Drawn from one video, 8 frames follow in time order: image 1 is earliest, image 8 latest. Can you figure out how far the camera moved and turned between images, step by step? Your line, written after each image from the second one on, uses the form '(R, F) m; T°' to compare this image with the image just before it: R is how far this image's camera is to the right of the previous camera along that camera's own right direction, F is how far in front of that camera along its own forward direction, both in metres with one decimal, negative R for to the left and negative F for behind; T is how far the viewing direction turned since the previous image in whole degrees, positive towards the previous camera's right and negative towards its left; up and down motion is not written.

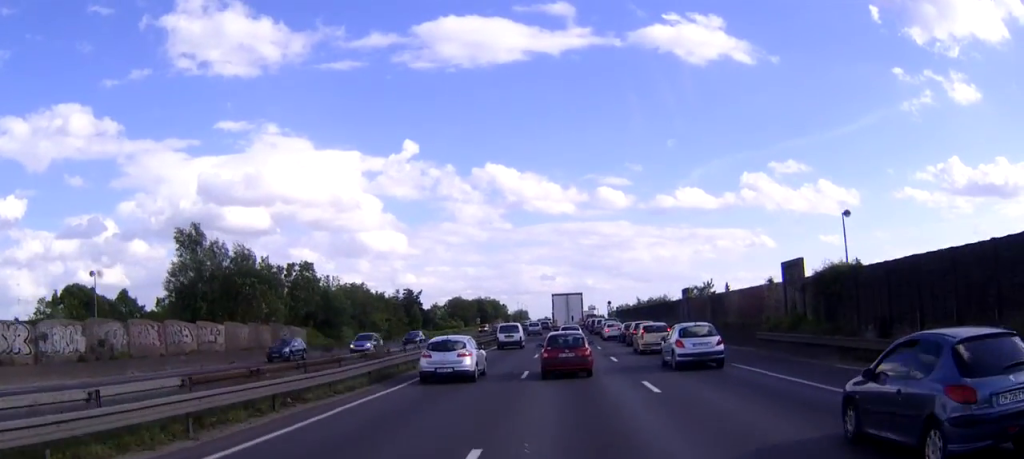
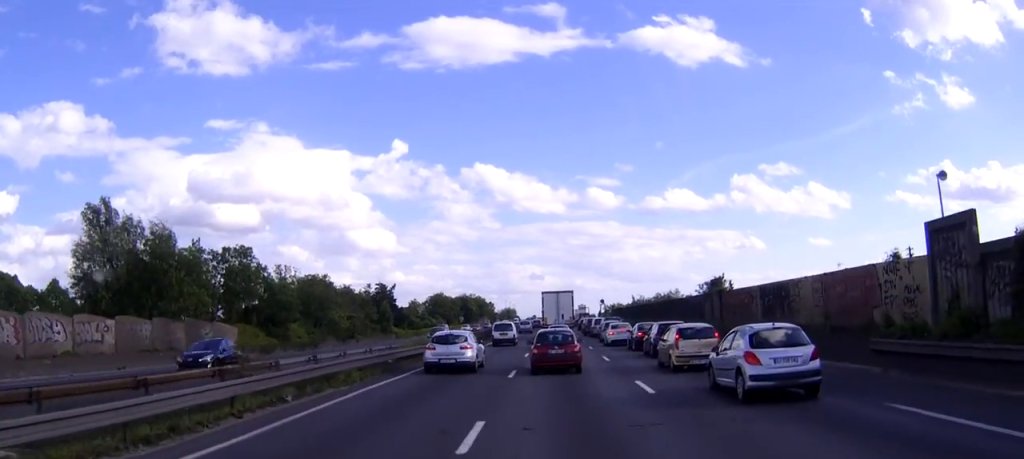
(+0.1, +13.8) m; +1°
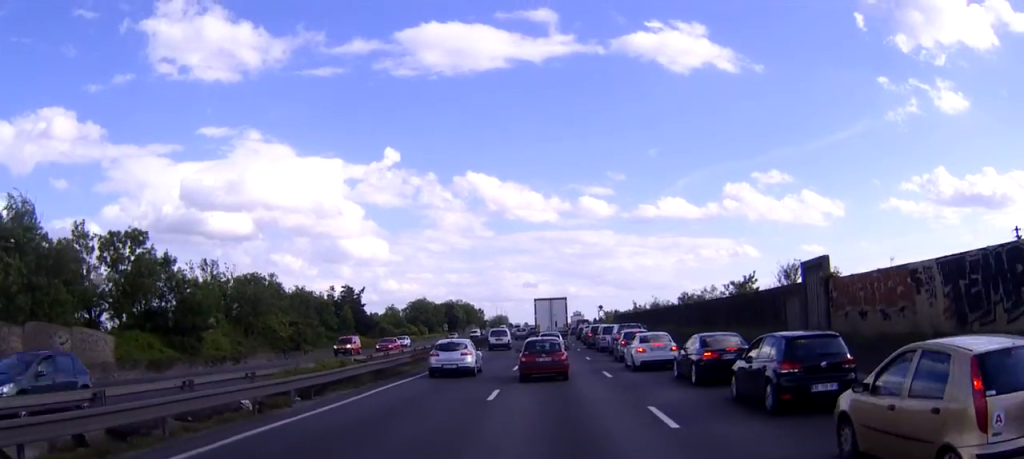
(0.0, +17.2) m; 0°
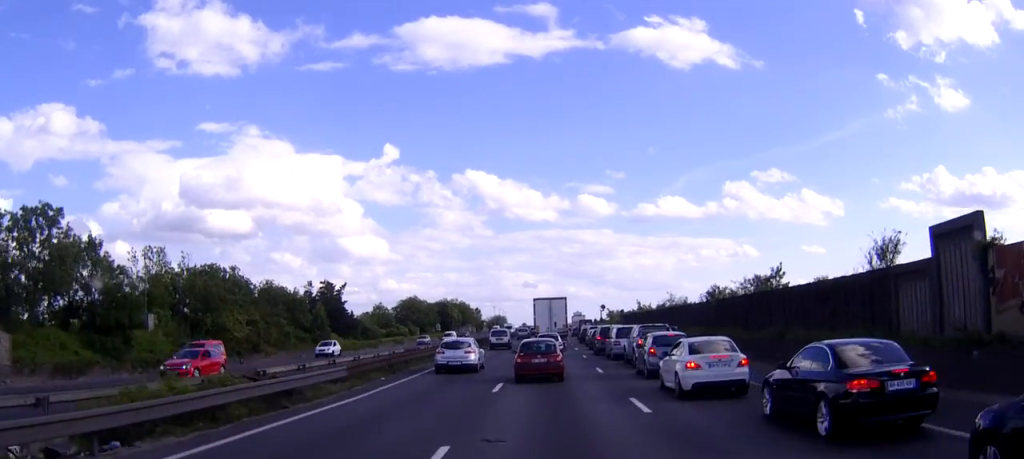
(0.0, +9.8) m; 0°
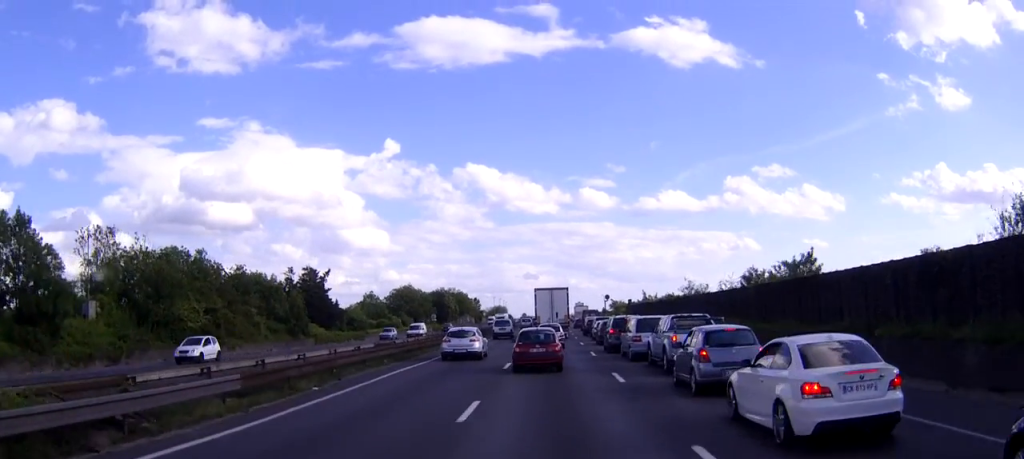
(+0.1, +7.8) m; 0°
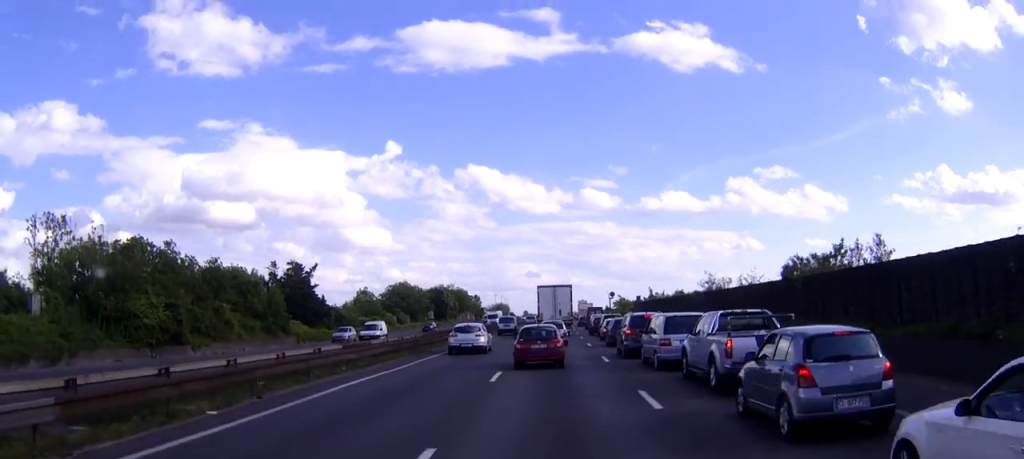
(0.0, +6.3) m; 0°
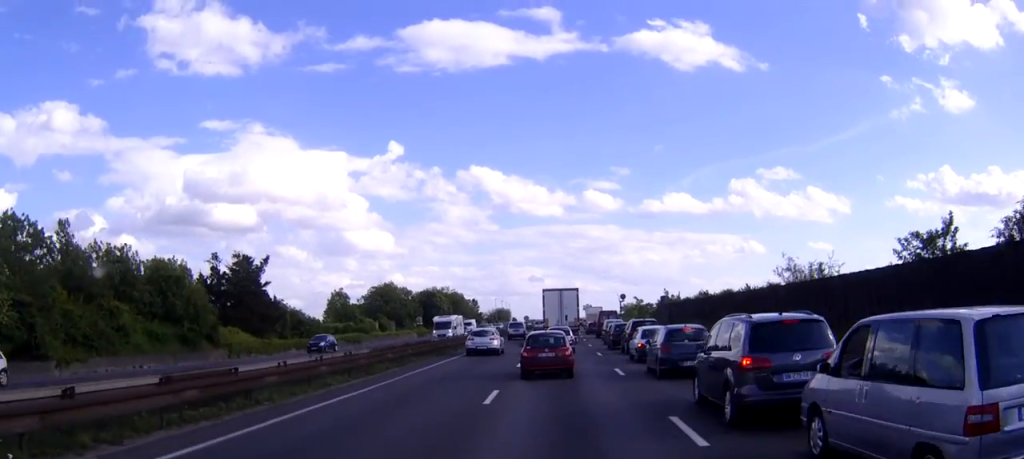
(-0.1, +16.1) m; 0°
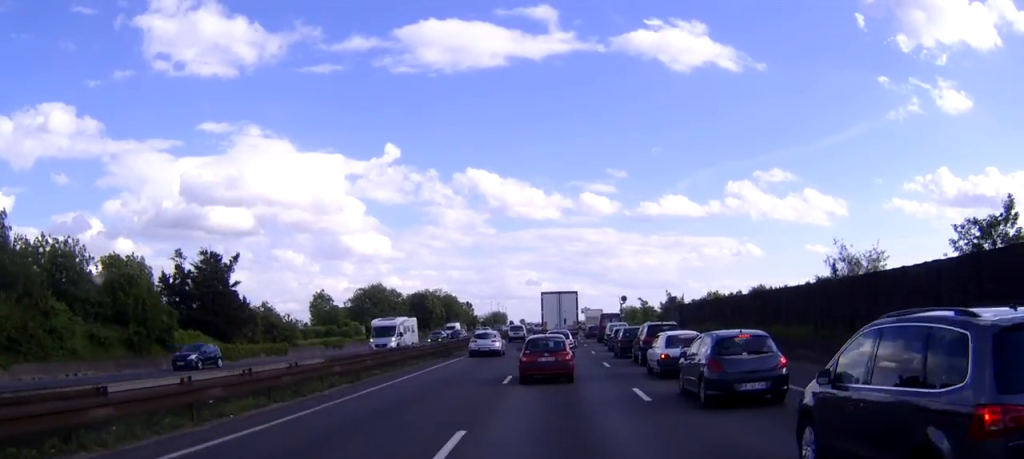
(0.0, +6.7) m; 0°
